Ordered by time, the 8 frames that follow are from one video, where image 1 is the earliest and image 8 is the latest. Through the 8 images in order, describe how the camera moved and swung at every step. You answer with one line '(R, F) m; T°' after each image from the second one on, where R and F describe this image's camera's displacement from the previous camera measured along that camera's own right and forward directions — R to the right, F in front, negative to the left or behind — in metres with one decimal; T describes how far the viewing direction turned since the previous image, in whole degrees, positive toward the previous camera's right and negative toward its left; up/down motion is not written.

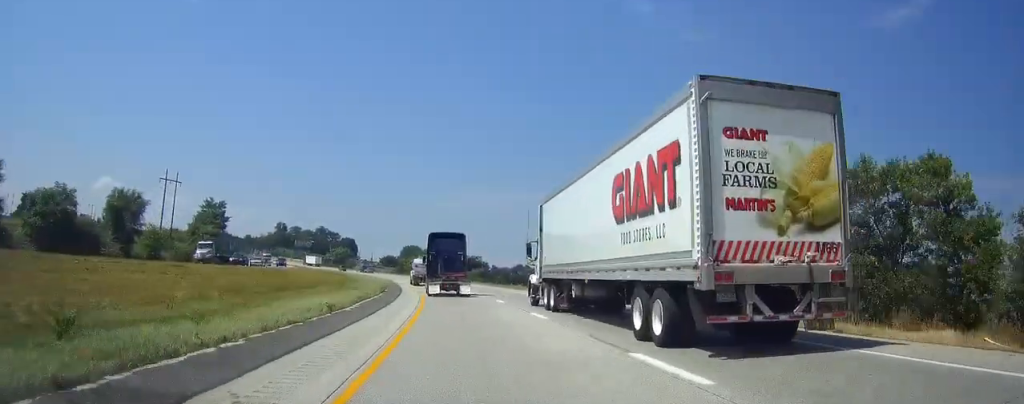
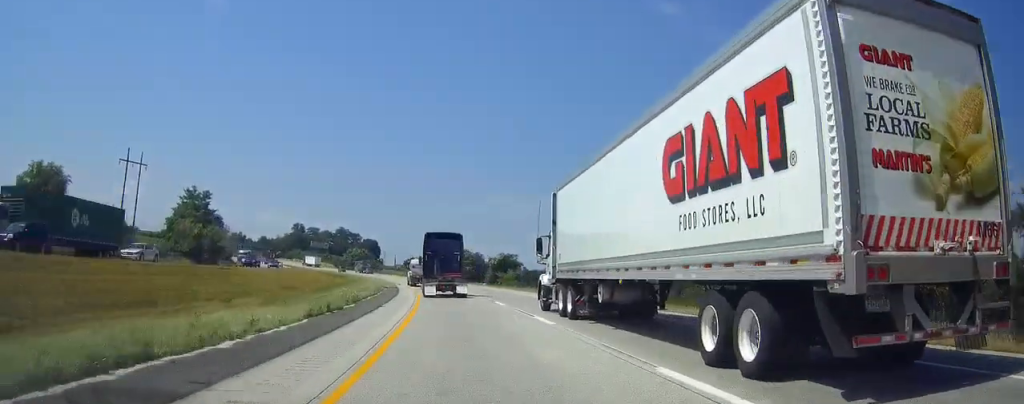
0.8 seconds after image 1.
(0.0, +26.4) m; -1°
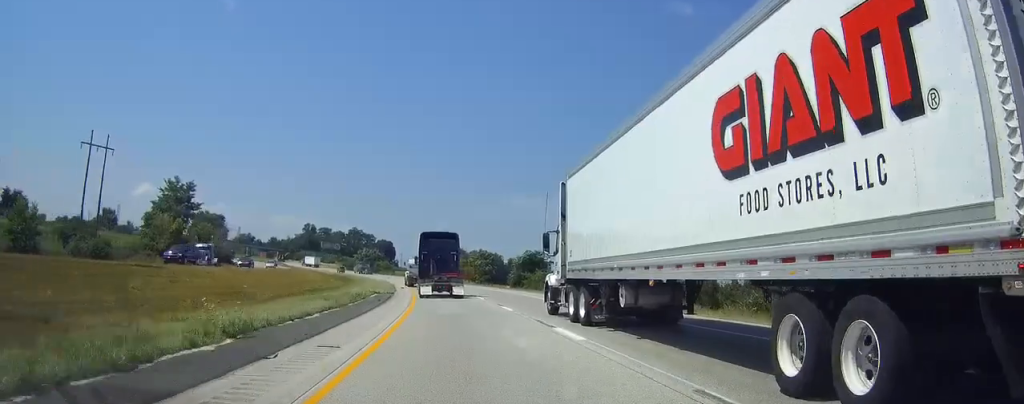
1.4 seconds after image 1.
(+0.2, +16.8) m; -2°
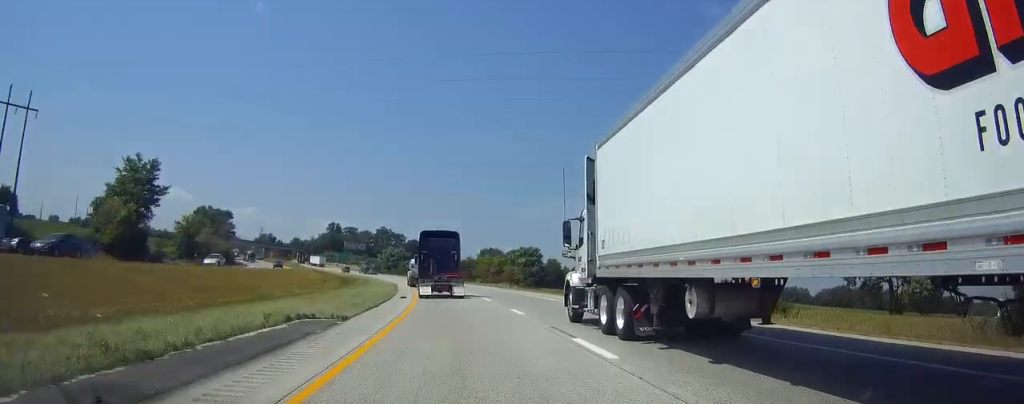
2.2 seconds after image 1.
(-1.0, +27.3) m; -4°
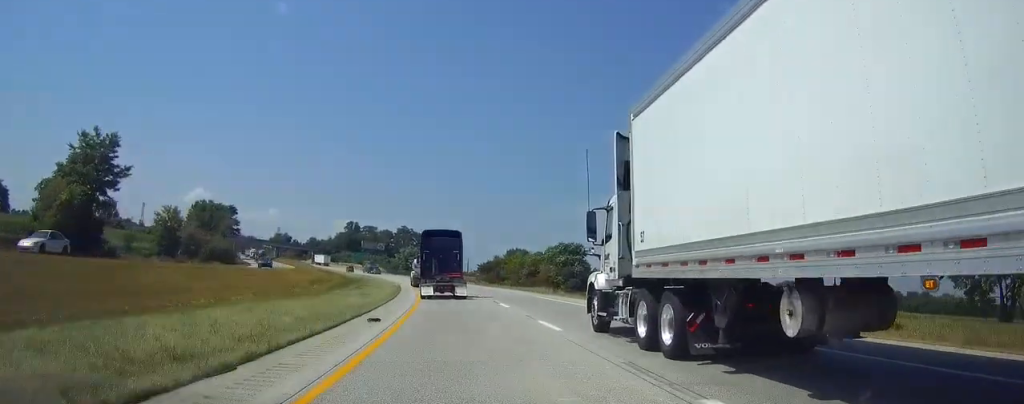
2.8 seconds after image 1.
(-0.5, +18.9) m; -3°
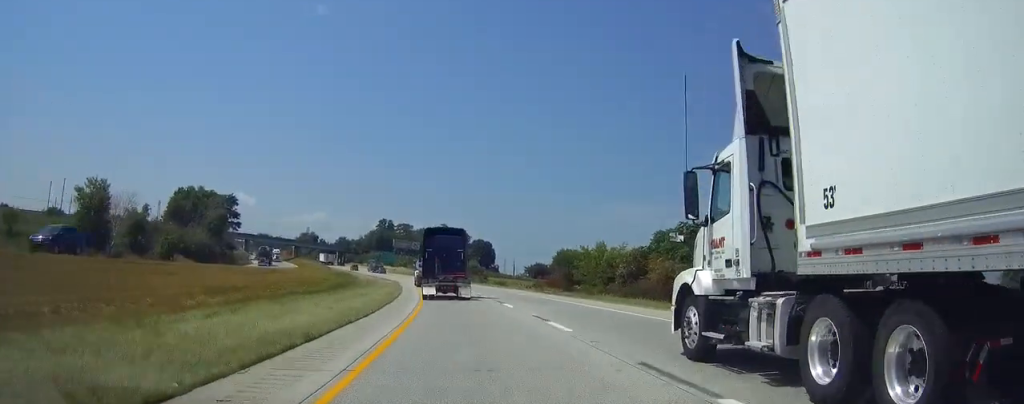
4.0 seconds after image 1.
(-1.2, +36.6) m; -4°
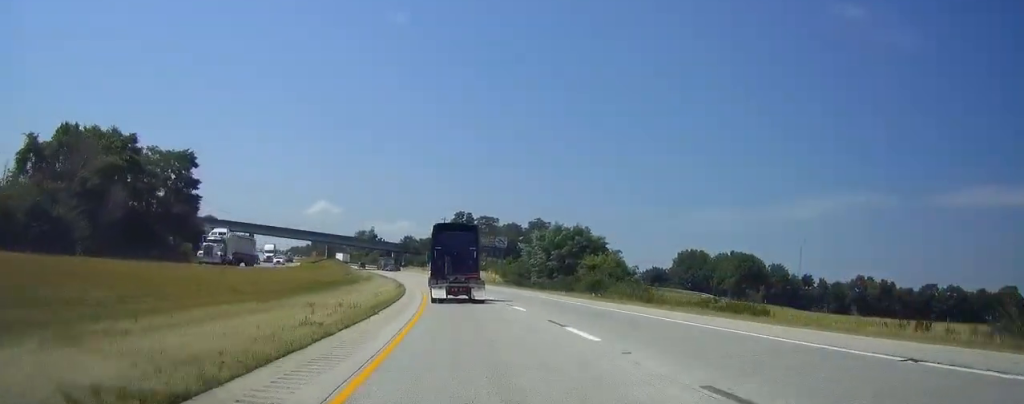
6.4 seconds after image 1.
(-5.7, +75.3) m; -6°
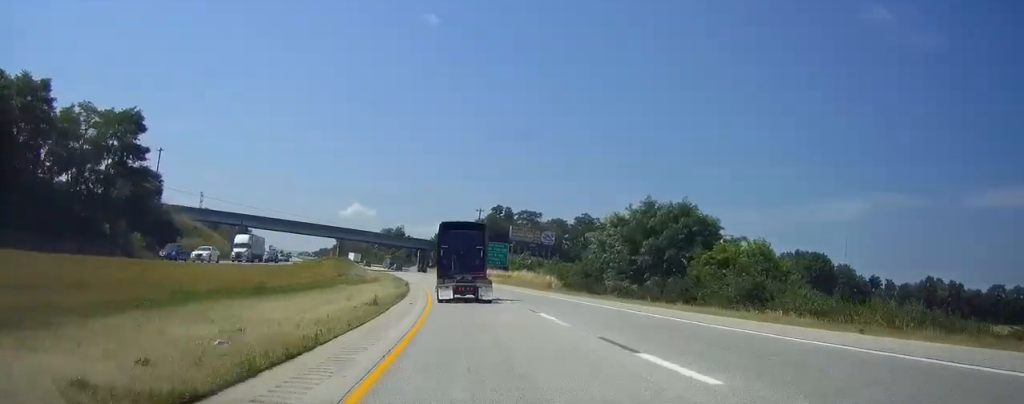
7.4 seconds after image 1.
(0.0, +30.5) m; -3°
